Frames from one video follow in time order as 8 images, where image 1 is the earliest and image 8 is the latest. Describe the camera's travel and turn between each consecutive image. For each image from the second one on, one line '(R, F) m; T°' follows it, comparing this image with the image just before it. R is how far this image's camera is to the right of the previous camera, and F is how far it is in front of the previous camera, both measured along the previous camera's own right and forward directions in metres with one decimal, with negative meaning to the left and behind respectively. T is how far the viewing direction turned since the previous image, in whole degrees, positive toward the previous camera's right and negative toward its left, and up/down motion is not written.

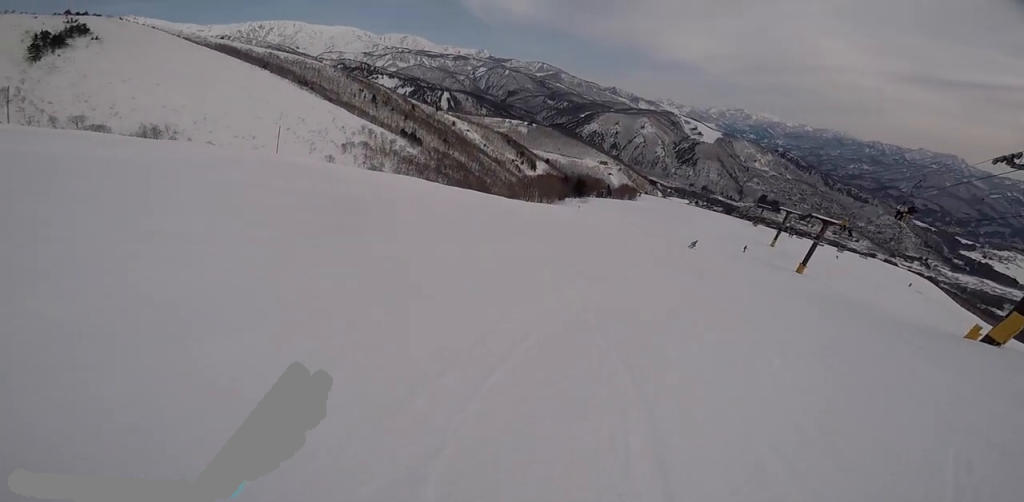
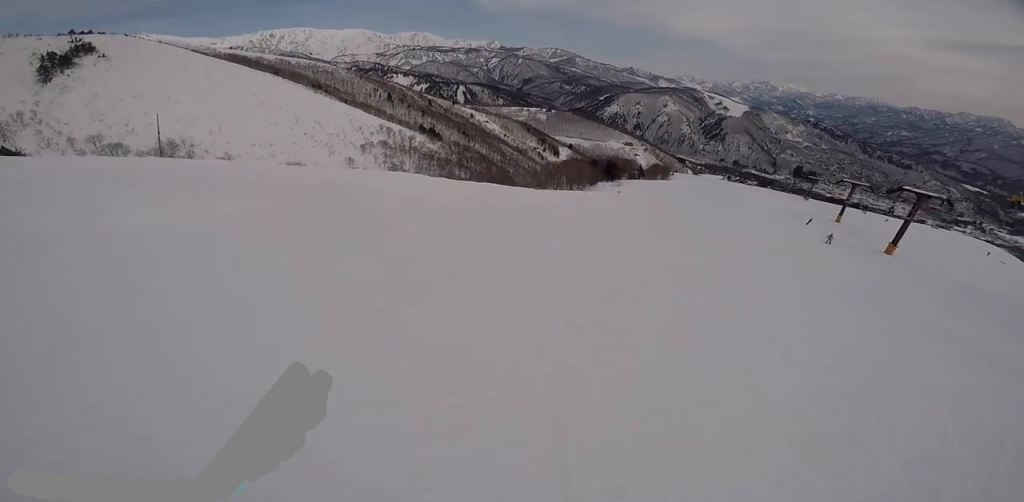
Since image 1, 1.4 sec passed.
(-0.3, +9.1) m; +11°
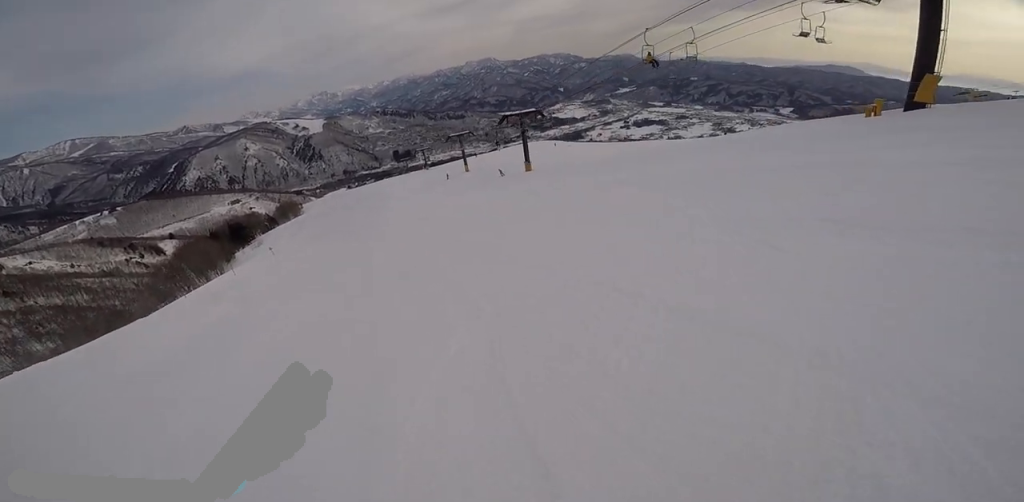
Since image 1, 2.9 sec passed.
(+2.7, +9.1) m; +43°
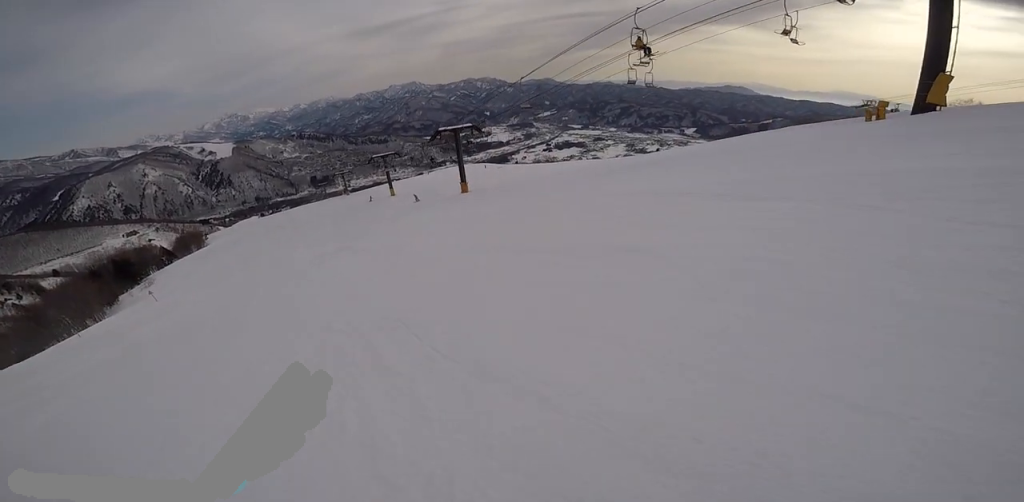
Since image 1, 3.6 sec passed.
(+1.7, +4.8) m; +19°
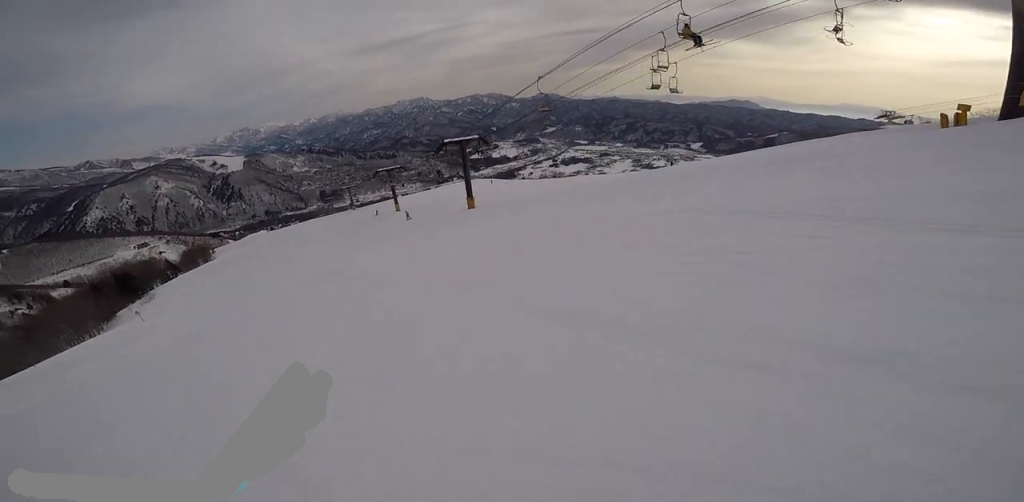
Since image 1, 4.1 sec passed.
(+0.1, +2.9) m; -4°
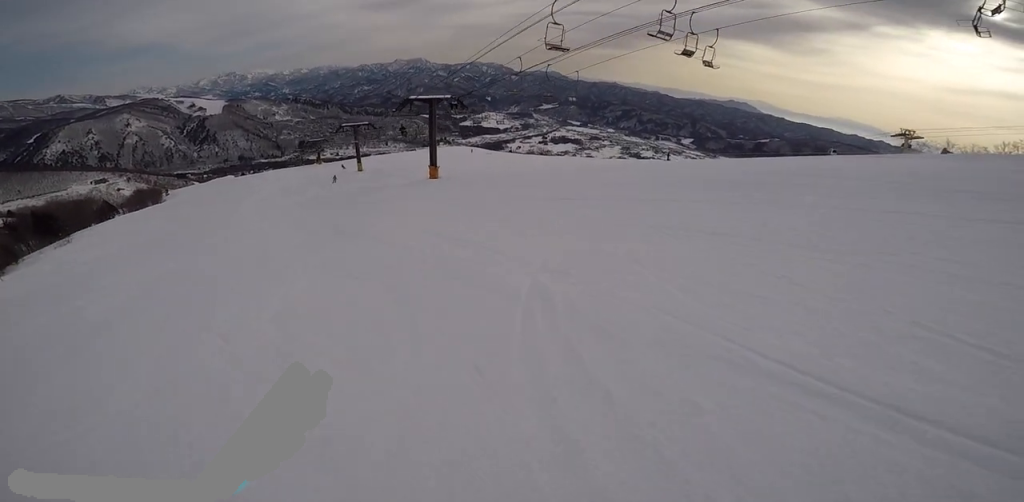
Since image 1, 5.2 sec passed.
(-0.8, +7.2) m; -17°
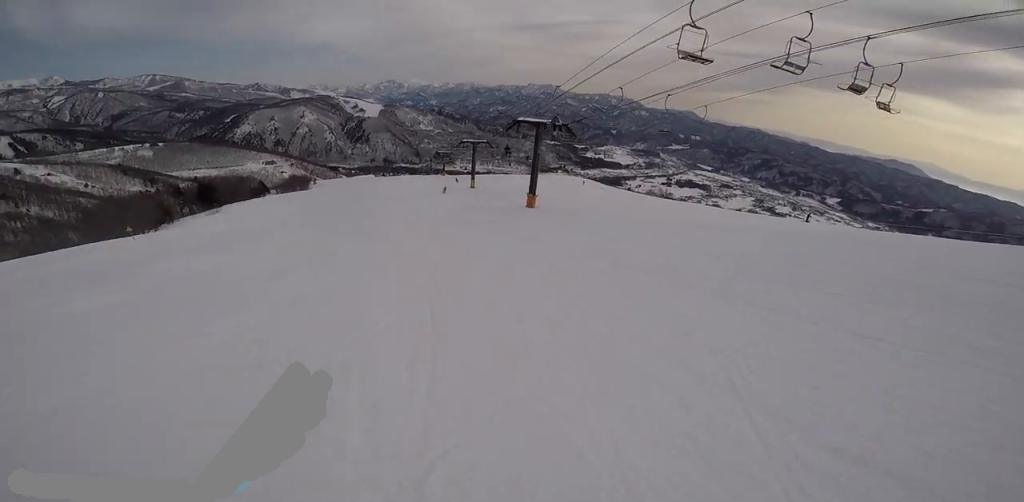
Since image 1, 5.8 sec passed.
(-0.4, +3.8) m; -12°
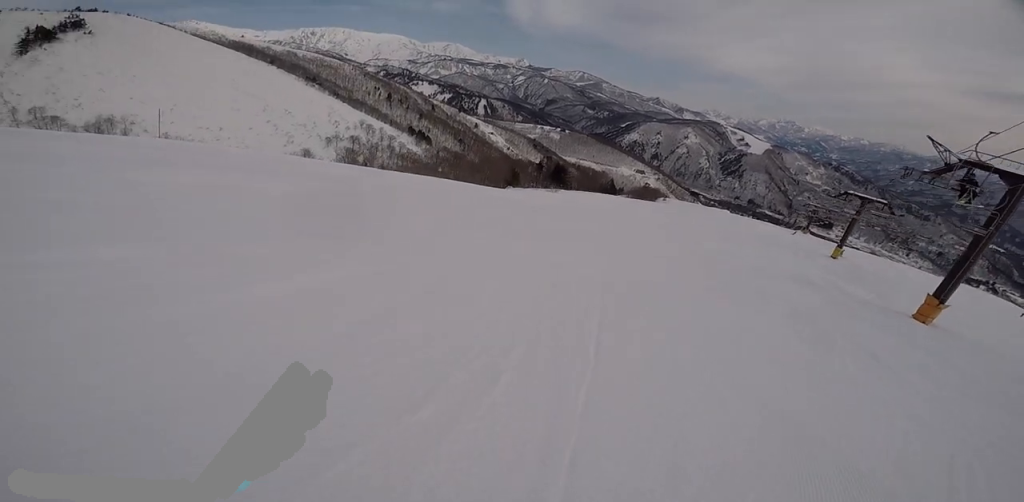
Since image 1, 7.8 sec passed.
(-5.6, +10.0) m; -43°
